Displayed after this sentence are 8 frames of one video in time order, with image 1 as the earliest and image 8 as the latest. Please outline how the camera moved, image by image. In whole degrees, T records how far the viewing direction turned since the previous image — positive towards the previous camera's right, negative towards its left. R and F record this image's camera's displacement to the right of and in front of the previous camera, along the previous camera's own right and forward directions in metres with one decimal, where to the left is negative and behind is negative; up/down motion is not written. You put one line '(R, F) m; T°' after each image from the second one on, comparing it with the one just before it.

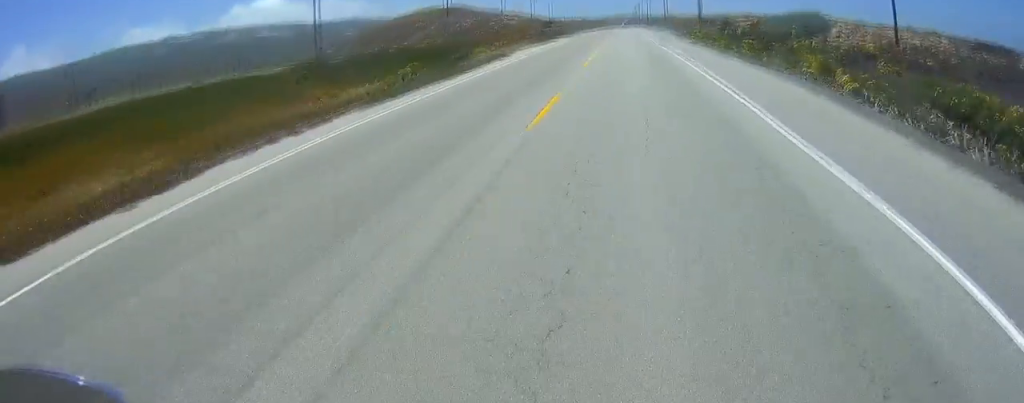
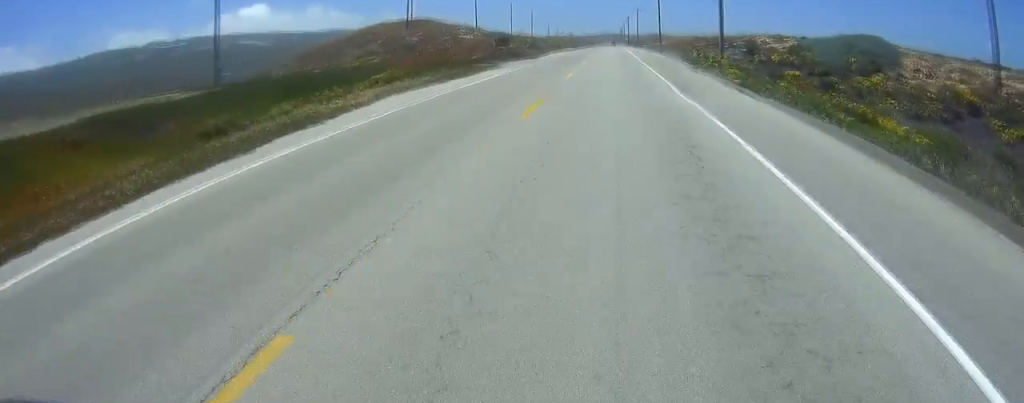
(-0.1, +23.9) m; 0°
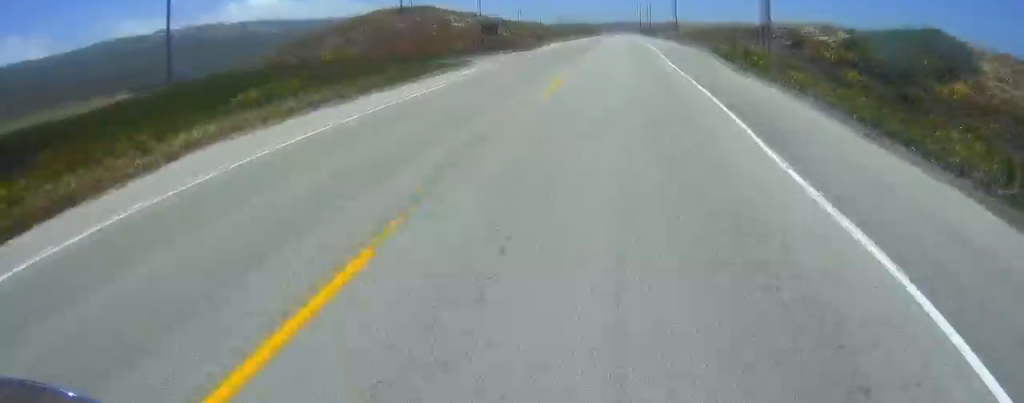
(0.0, +11.9) m; 0°
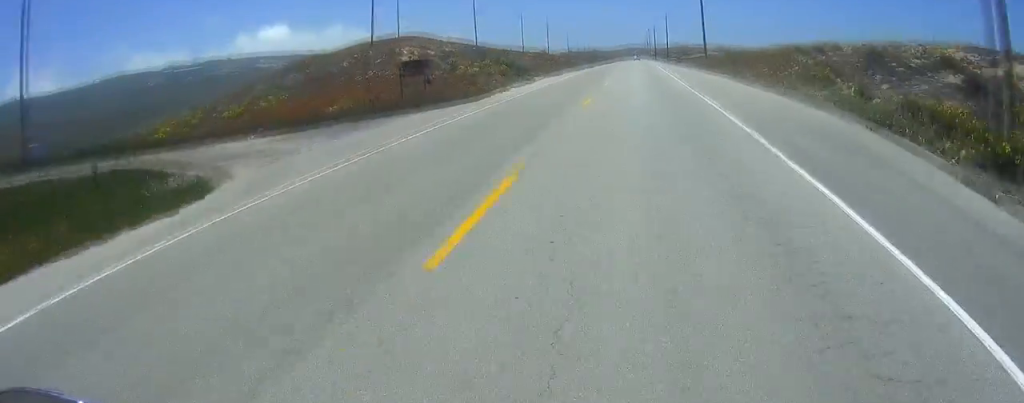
(-0.1, +24.0) m; +1°
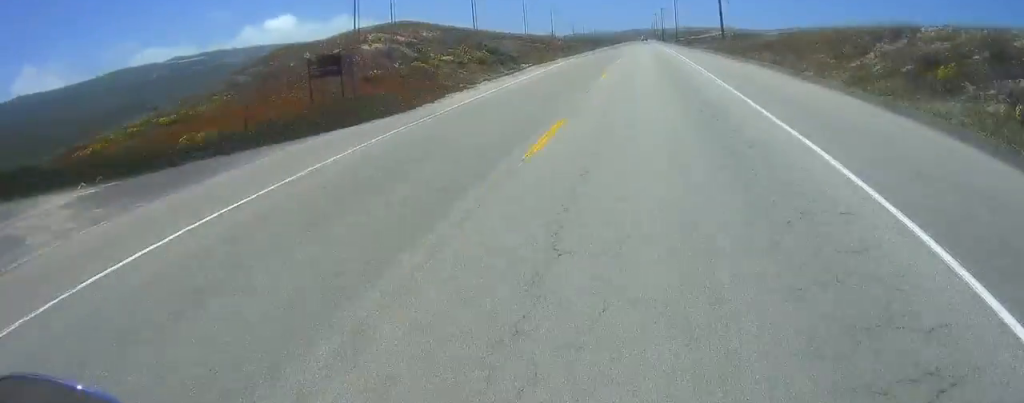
(0.0, +10.6) m; +1°
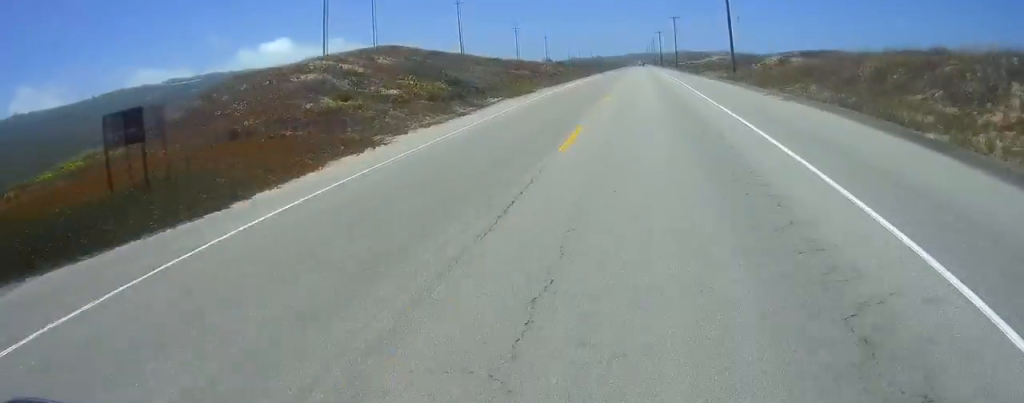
(+0.3, +10.6) m; +1°
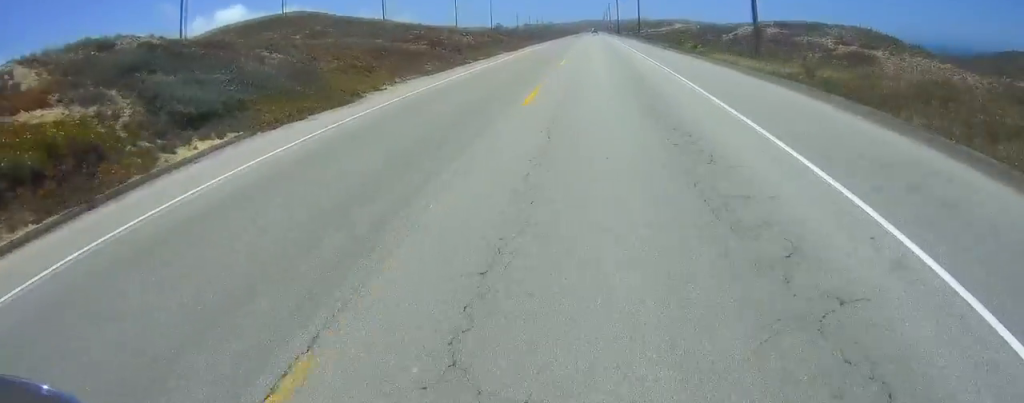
(+0.3, +27.4) m; +1°
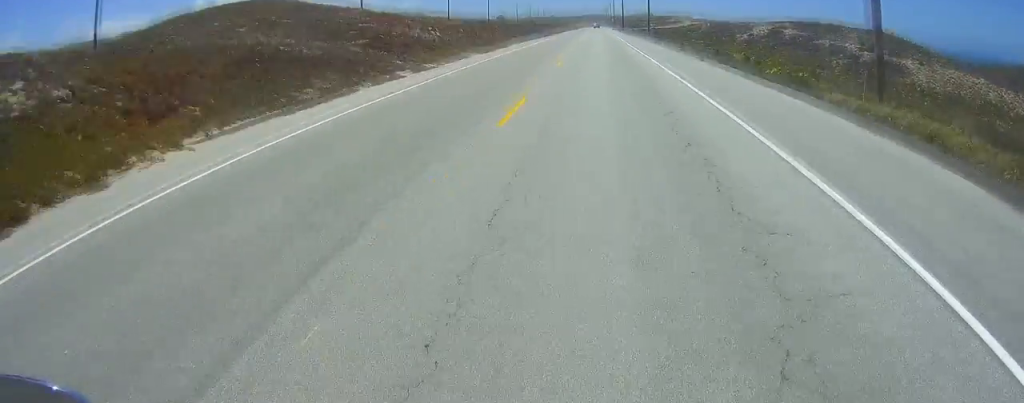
(0.0, +17.3) m; 0°
